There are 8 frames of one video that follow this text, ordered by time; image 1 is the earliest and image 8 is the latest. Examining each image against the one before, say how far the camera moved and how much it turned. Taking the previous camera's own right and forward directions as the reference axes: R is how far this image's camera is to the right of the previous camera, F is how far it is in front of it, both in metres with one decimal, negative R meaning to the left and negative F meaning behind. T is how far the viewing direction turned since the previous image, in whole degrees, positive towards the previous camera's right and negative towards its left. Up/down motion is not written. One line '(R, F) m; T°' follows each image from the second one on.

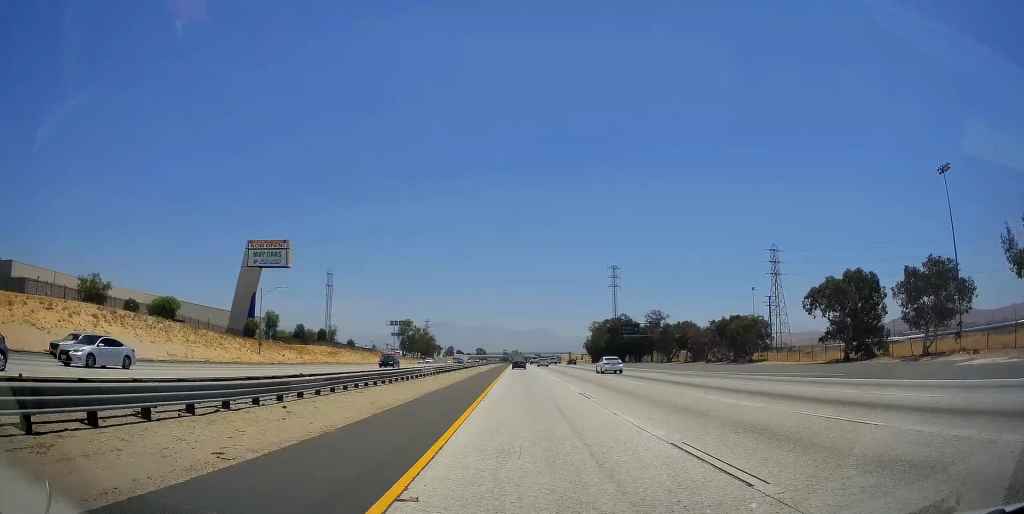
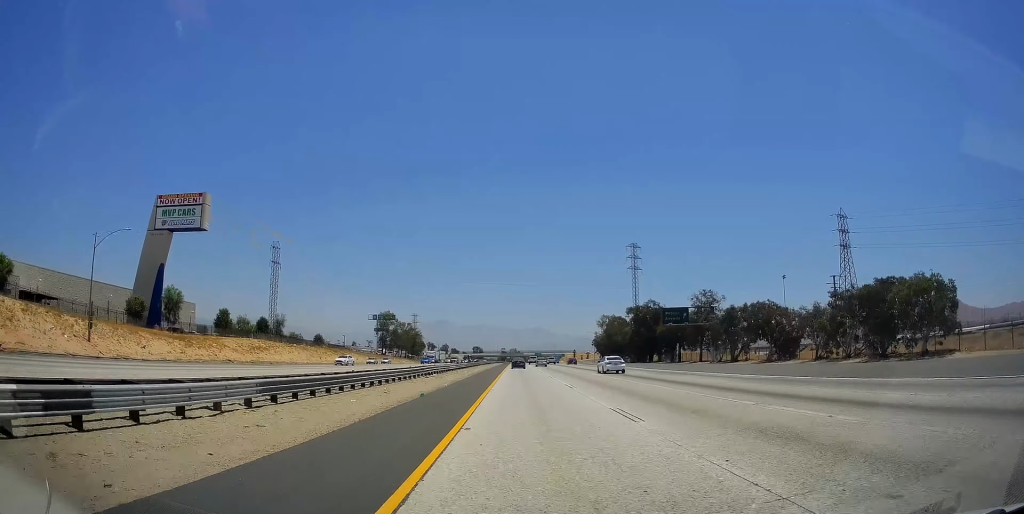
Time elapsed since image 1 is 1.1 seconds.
(-0.3, +37.1) m; 0°
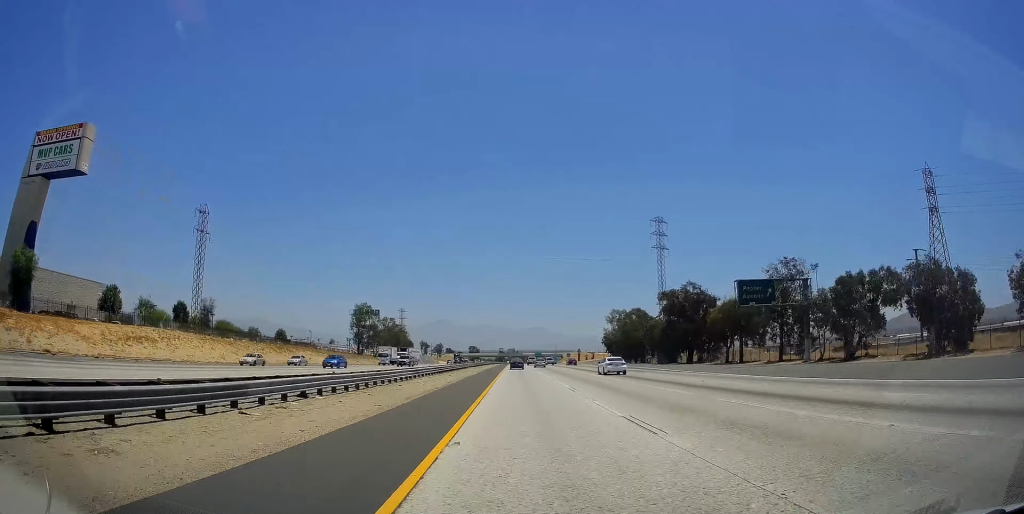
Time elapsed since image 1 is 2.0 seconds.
(0.0, +31.6) m; 0°
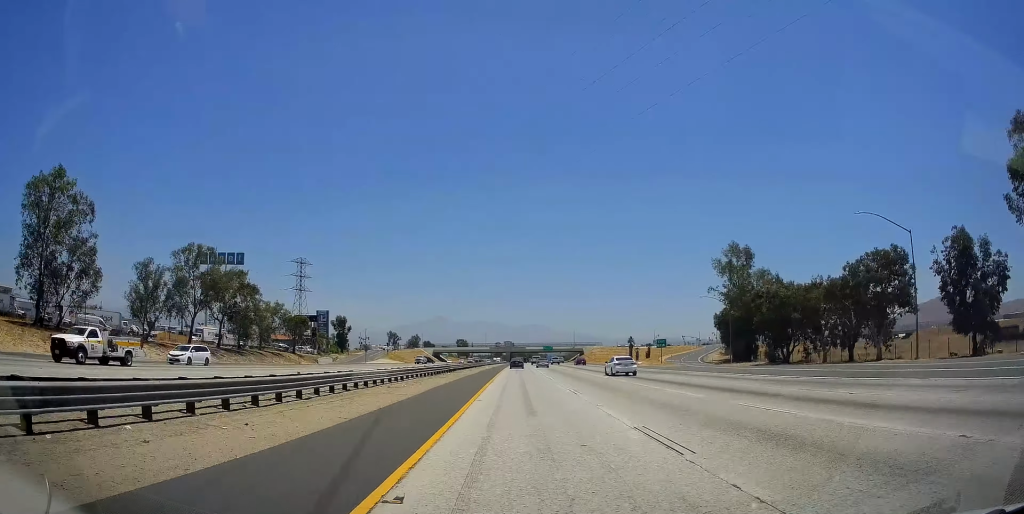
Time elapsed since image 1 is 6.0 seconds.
(+0.4, +133.7) m; +1°
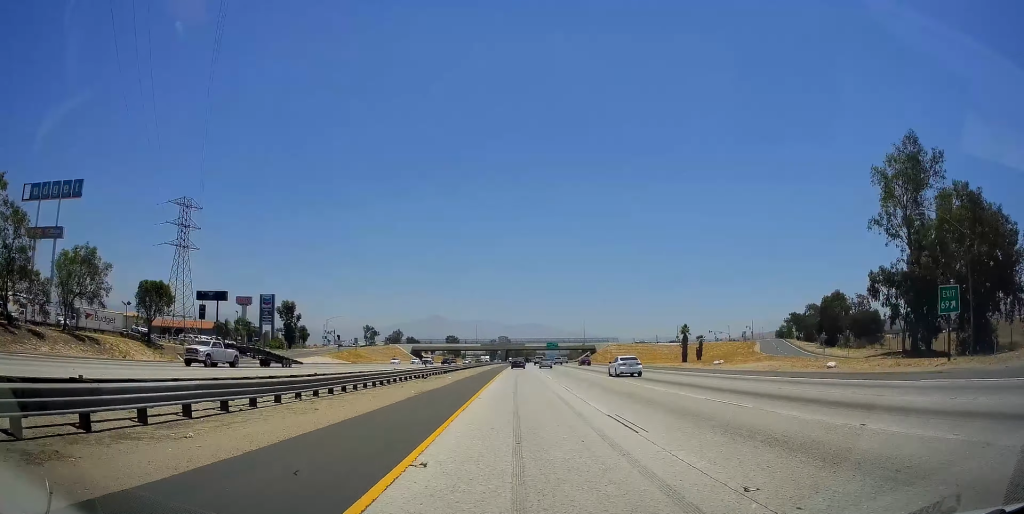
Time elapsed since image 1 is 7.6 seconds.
(+0.1, +56.2) m; 0°
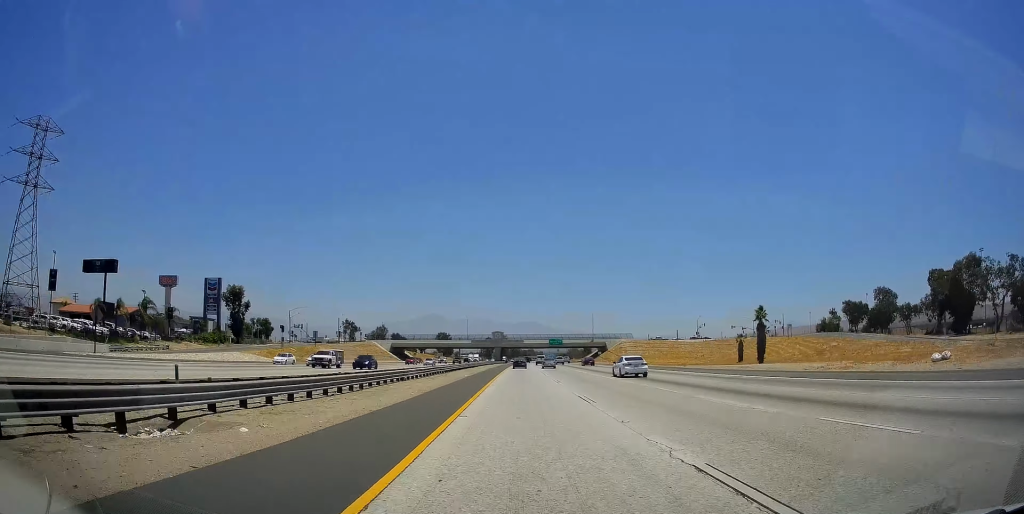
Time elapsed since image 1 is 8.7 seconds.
(-0.1, +35.5) m; 0°
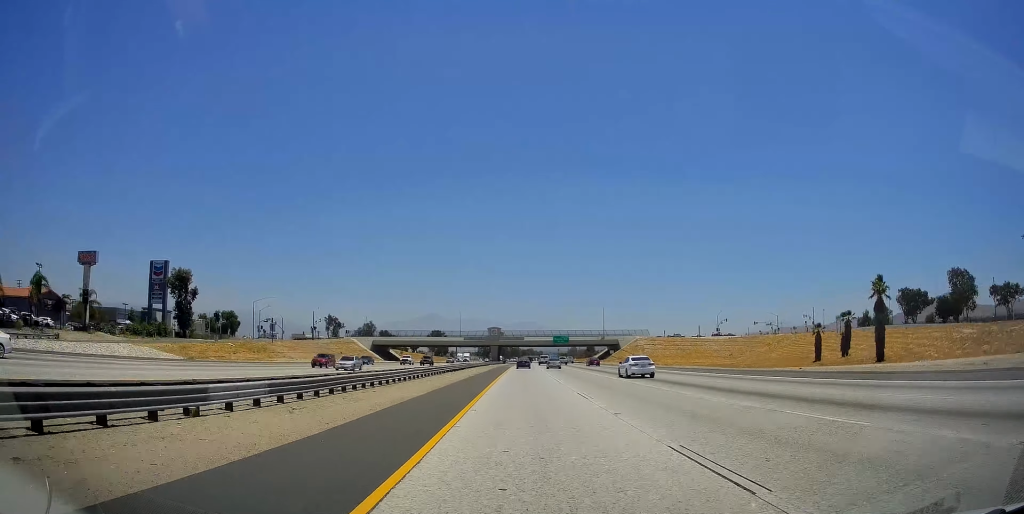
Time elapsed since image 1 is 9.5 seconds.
(+0.1, +27.5) m; 0°
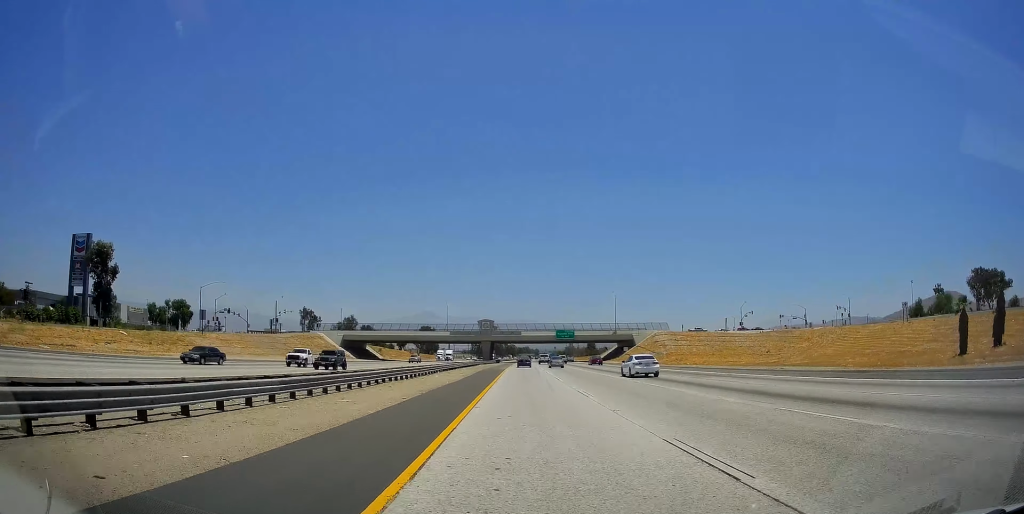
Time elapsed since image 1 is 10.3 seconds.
(+0.1, +29.0) m; 0°
